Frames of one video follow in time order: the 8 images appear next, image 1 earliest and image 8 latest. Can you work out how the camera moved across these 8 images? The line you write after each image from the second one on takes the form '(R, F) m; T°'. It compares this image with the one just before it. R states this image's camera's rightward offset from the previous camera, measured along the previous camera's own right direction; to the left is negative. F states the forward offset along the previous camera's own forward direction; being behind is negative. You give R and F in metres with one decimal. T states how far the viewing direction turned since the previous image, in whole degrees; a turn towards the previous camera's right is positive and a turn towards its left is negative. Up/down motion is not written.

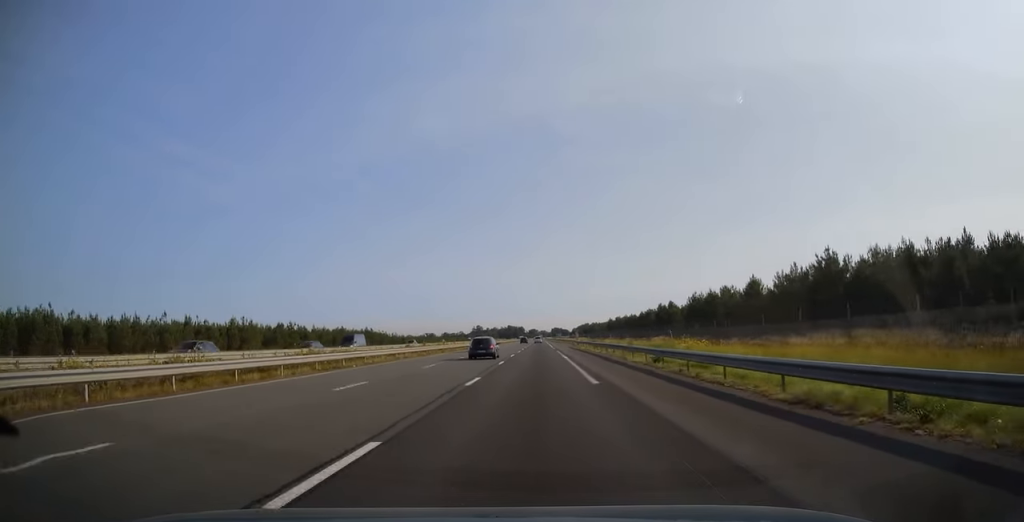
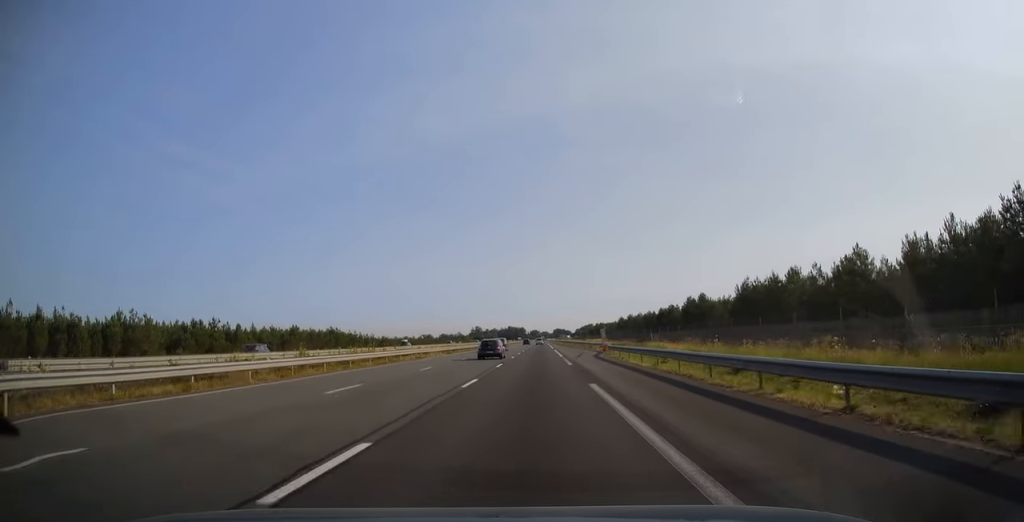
(0.0, +38.9) m; 0°
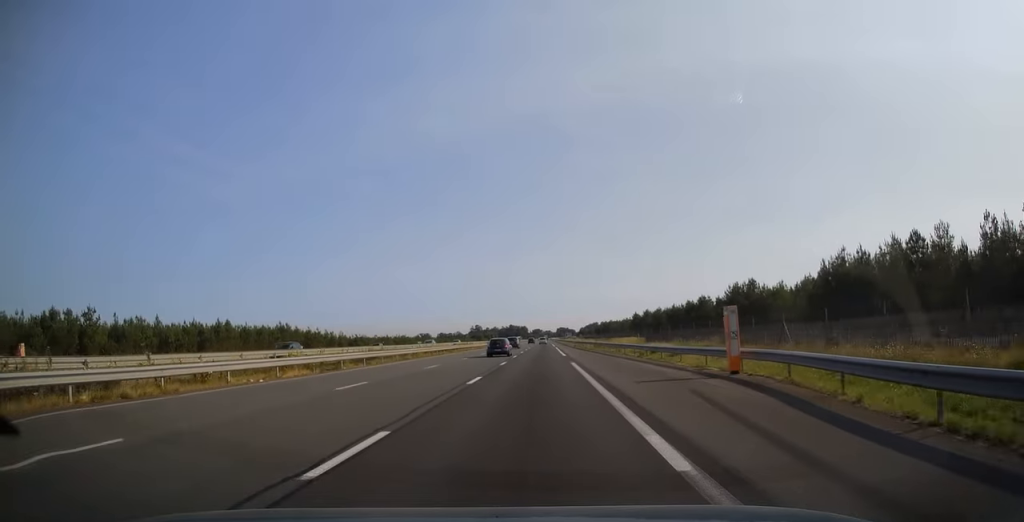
(-0.2, +37.9) m; 0°
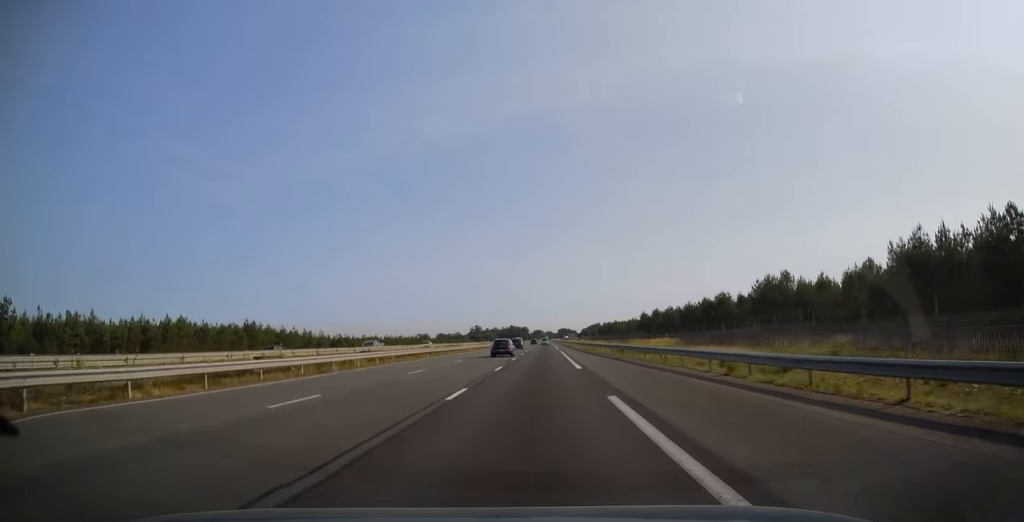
(0.0, +17.7) m; 0°
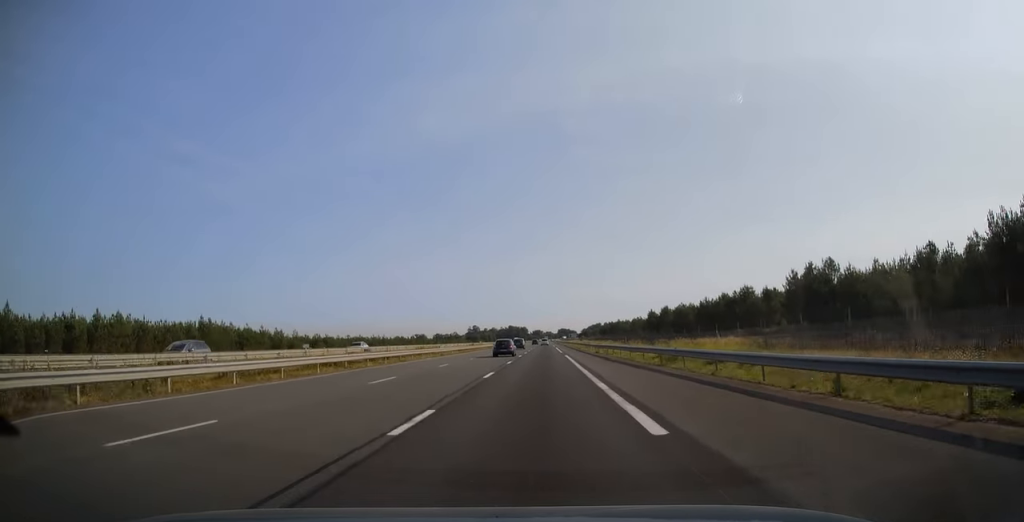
(0.0, +18.3) m; 0°
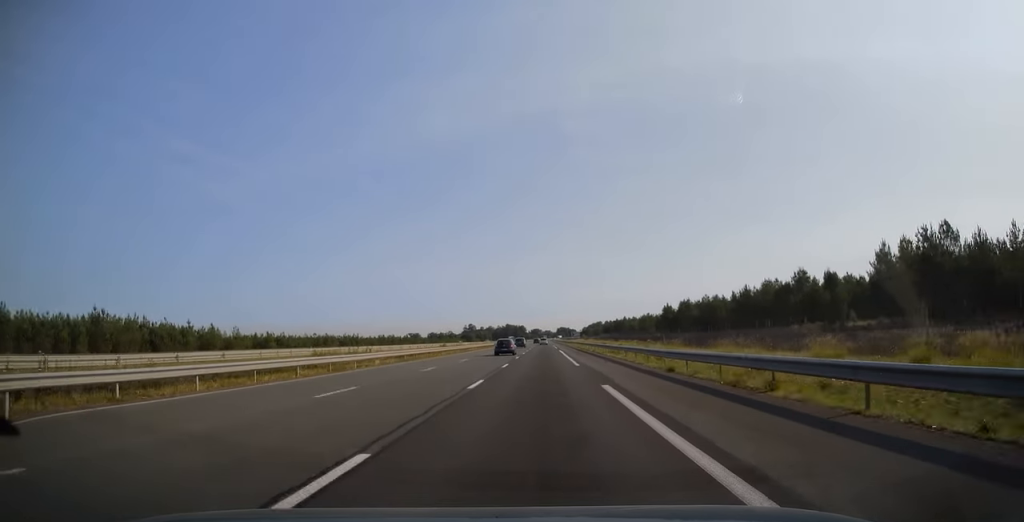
(0.0, +30.6) m; 0°
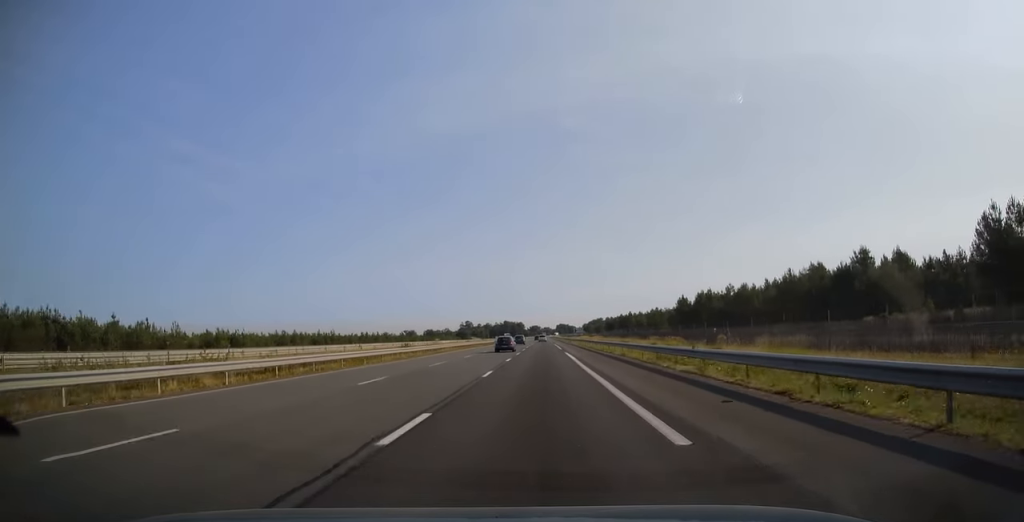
(+0.1, +22.1) m; 0°
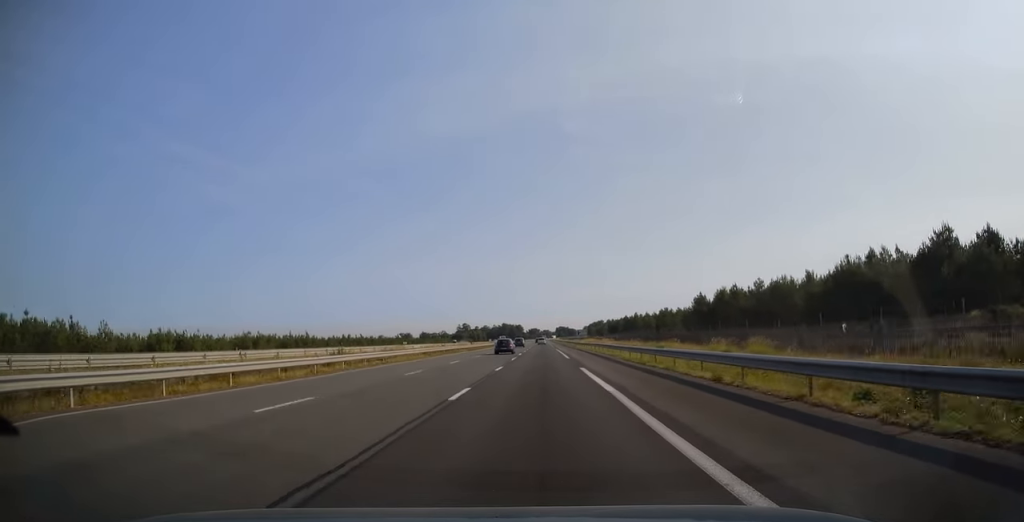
(0.0, +19.7) m; 0°
